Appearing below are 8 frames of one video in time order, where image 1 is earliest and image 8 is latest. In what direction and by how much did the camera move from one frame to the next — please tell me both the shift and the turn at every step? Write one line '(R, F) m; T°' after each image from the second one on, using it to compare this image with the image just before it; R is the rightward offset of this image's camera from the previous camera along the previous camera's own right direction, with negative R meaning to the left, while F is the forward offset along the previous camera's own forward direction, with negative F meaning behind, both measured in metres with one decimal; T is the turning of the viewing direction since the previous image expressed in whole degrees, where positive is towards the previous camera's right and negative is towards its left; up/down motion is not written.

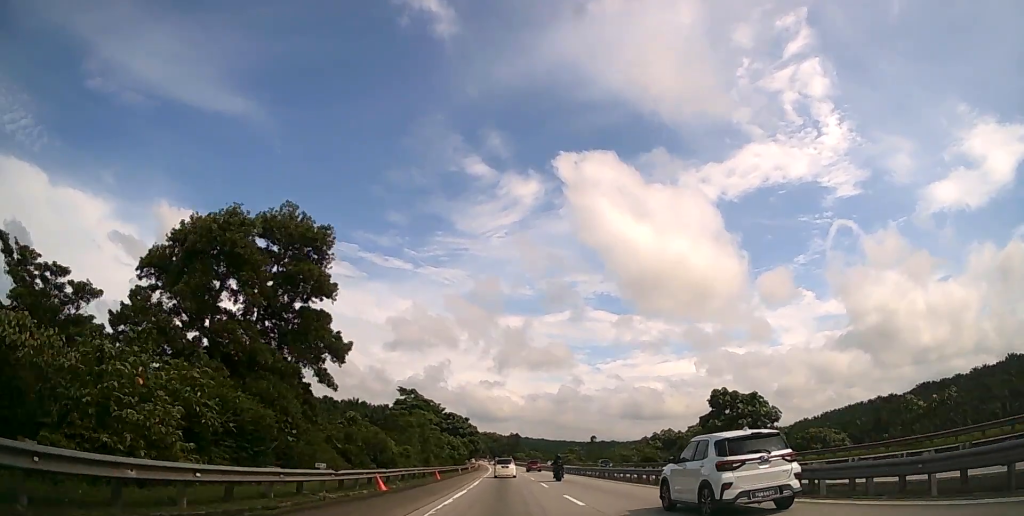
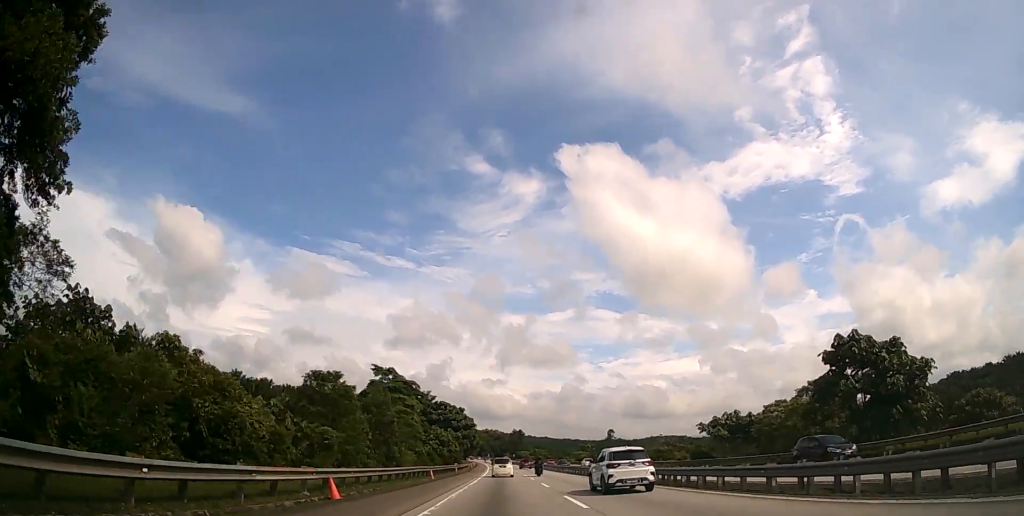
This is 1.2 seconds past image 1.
(0.0, +25.7) m; 0°
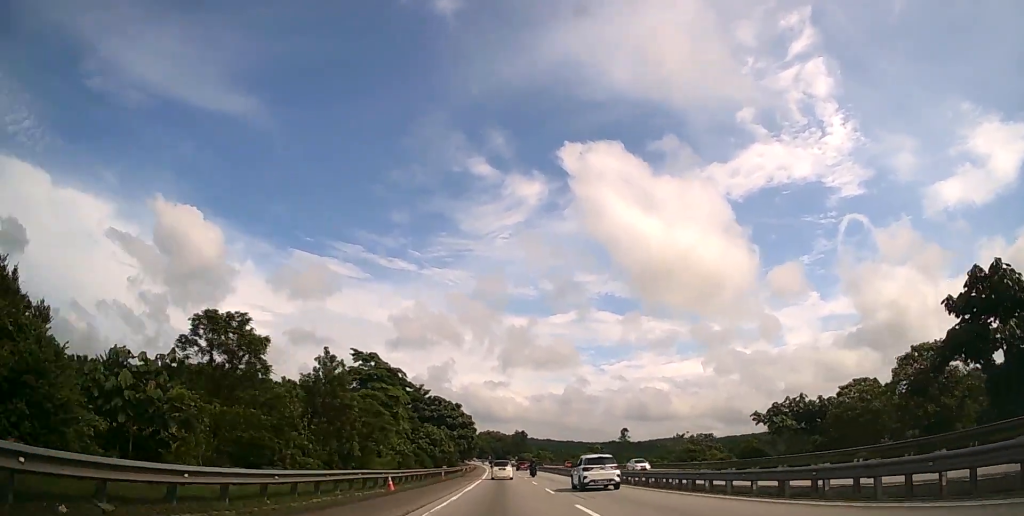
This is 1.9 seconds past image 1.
(0.0, +14.8) m; 0°
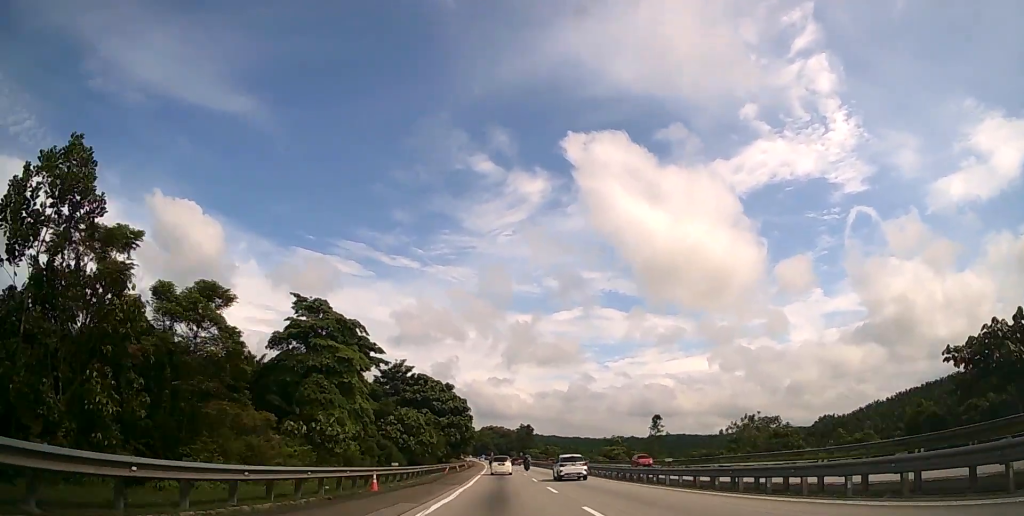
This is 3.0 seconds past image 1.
(-0.1, +25.8) m; 0°
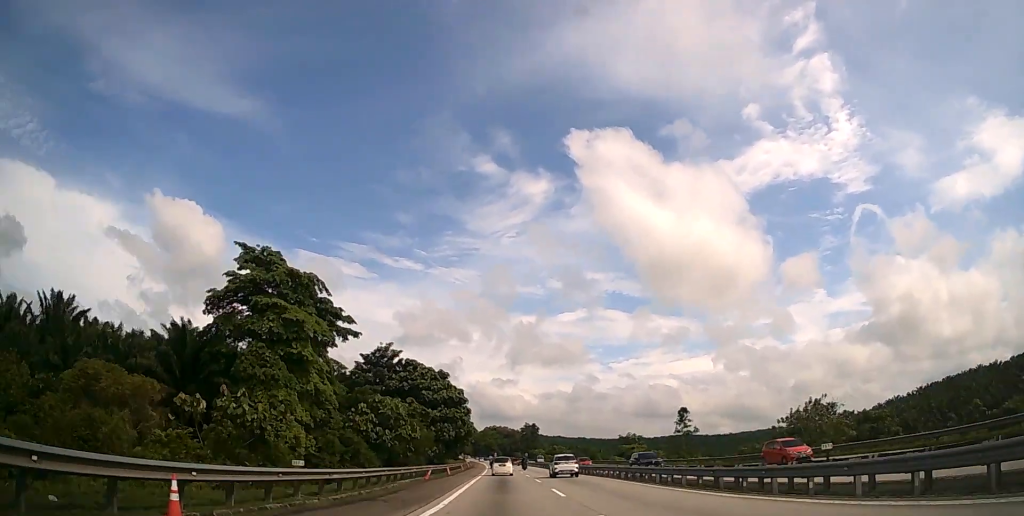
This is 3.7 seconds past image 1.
(0.0, +14.4) m; 0°
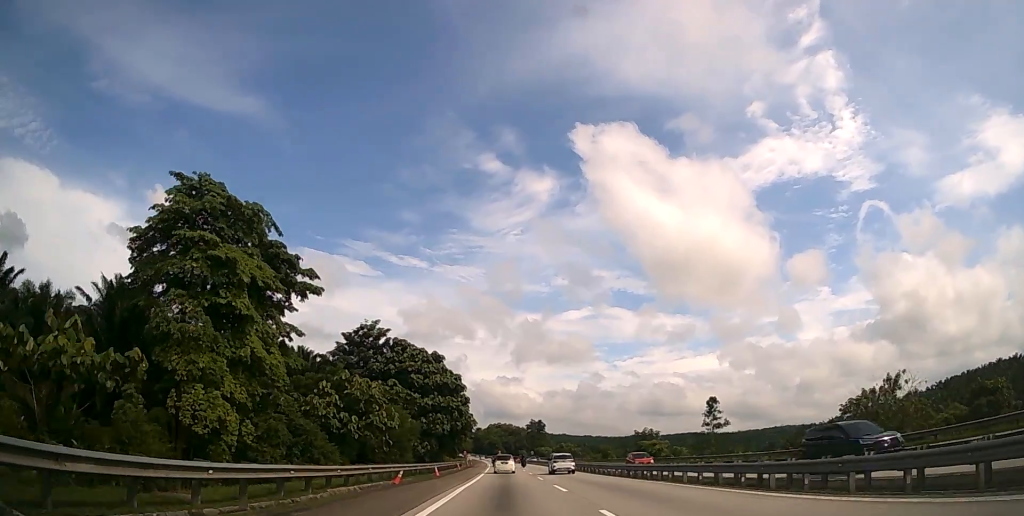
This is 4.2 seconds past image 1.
(0.0, +11.7) m; 0°
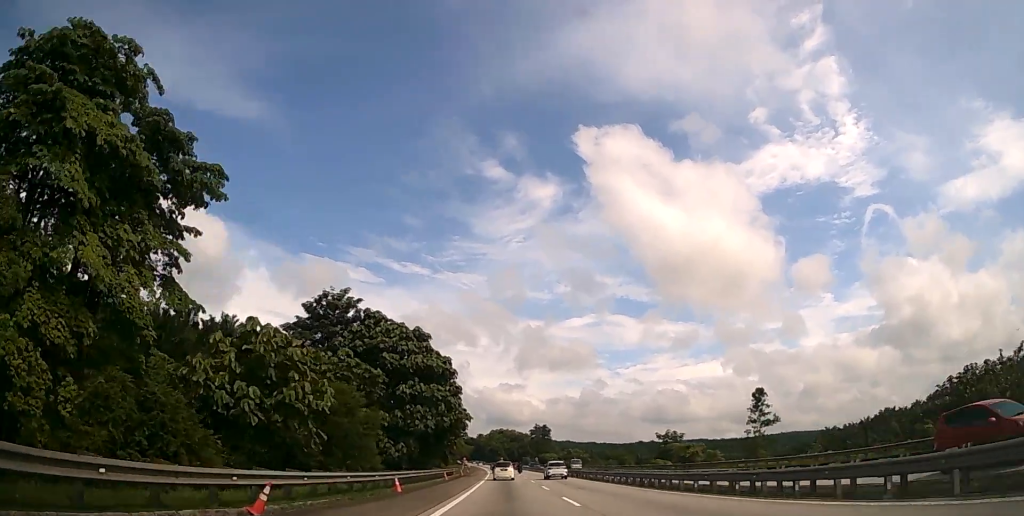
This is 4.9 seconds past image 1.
(0.0, +15.3) m; 0°
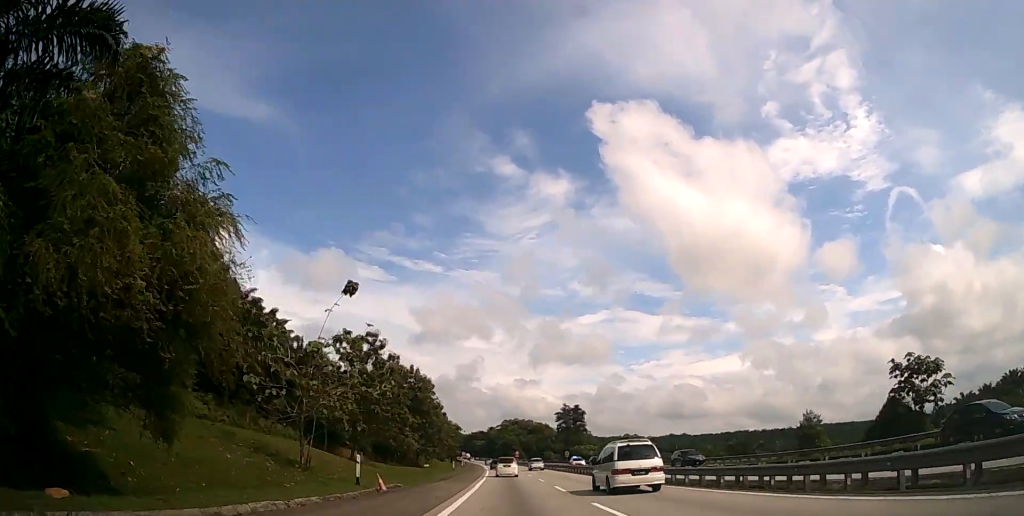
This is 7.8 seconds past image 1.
(-1.0, +66.2) m; -2°
